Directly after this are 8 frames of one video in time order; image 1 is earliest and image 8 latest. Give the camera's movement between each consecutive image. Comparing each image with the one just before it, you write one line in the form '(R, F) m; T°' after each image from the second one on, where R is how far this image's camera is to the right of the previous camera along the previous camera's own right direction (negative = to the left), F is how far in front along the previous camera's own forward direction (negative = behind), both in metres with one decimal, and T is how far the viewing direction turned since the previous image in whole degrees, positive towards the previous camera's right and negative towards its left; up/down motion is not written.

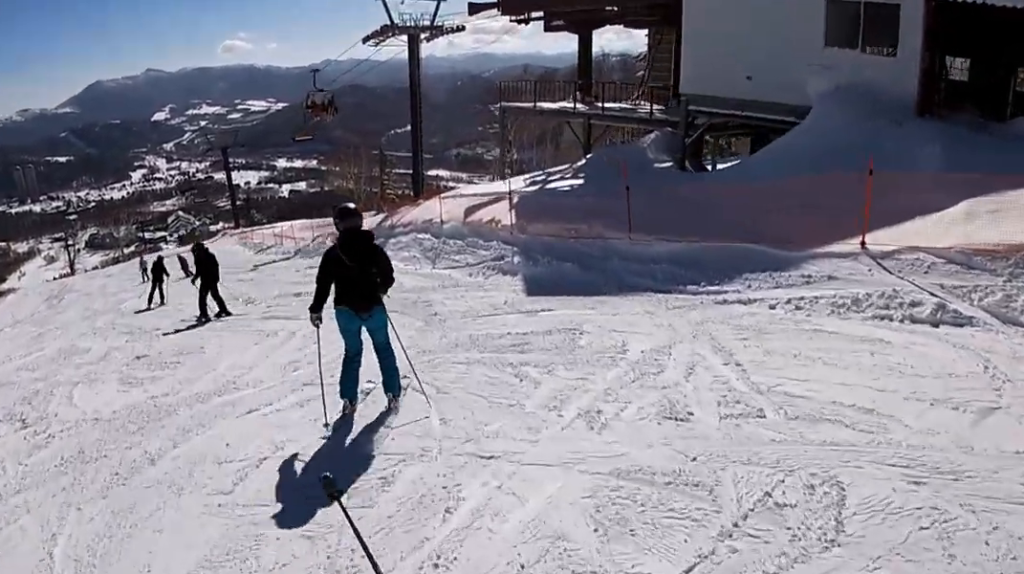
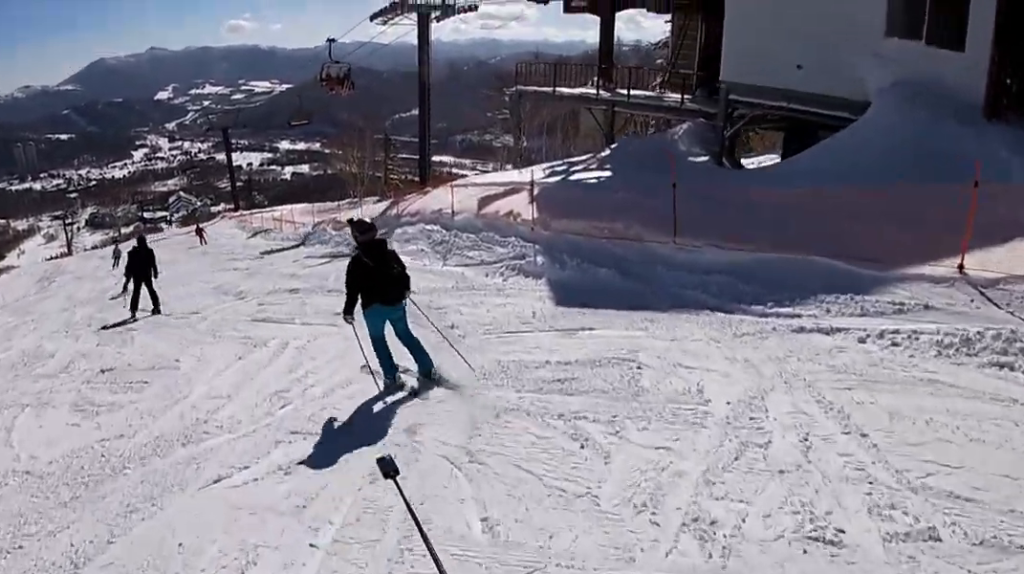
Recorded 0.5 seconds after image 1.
(+0.5, +1.8) m; -5°
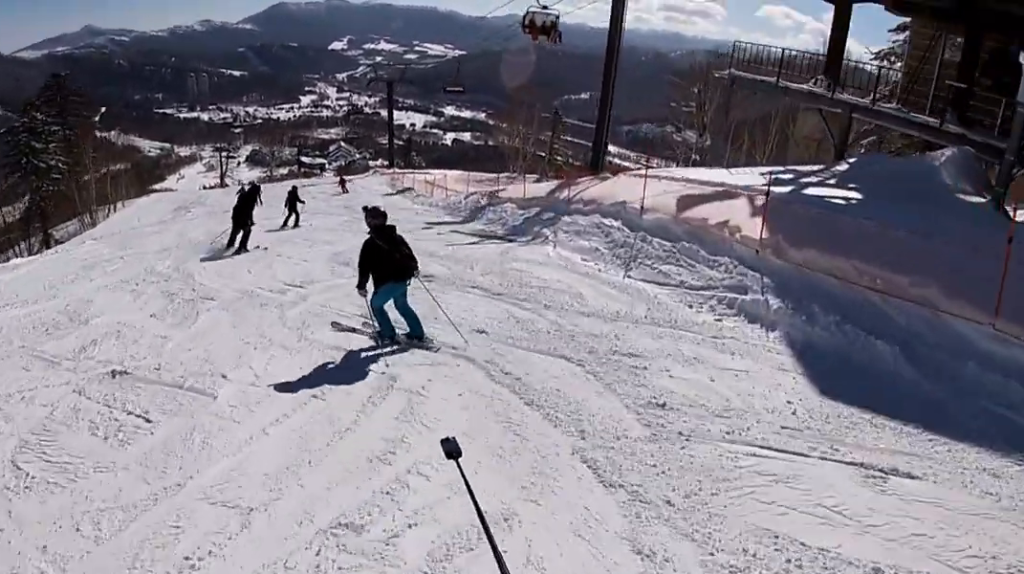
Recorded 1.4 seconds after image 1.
(-0.9, +3.6) m; -6°
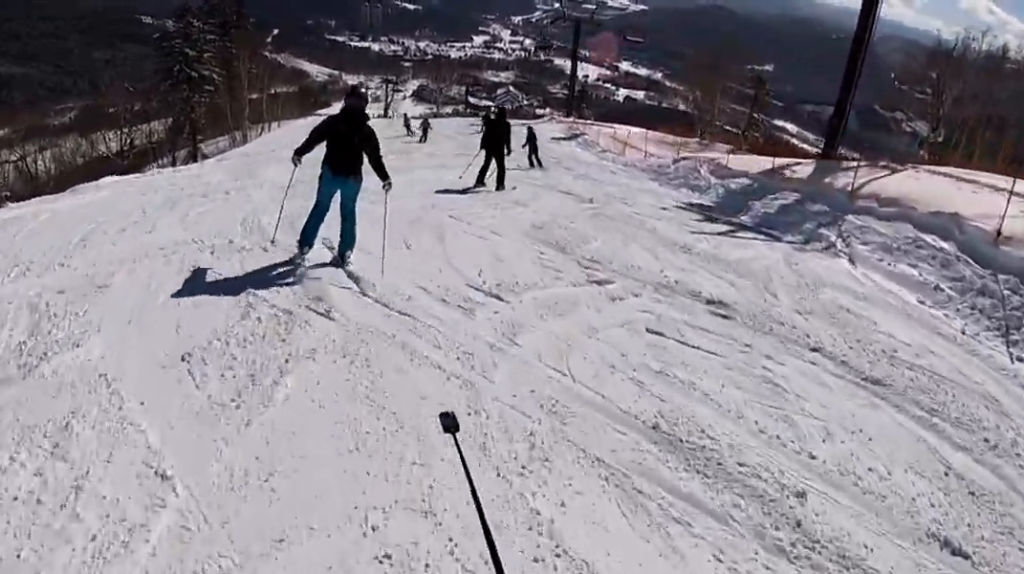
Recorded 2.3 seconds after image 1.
(+0.2, +4.7) m; +9°
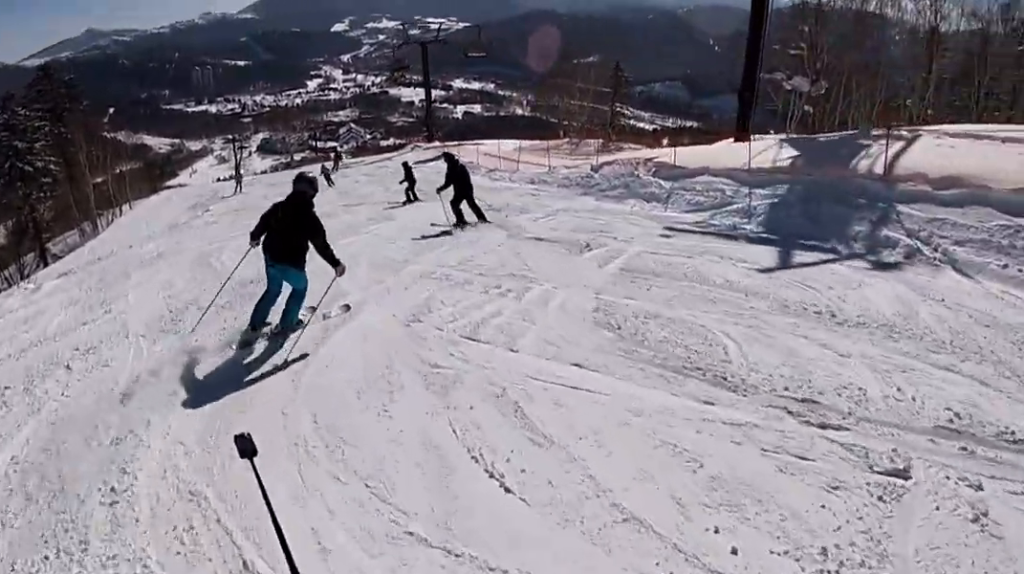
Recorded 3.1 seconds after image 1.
(+0.4, +3.9) m; +9°
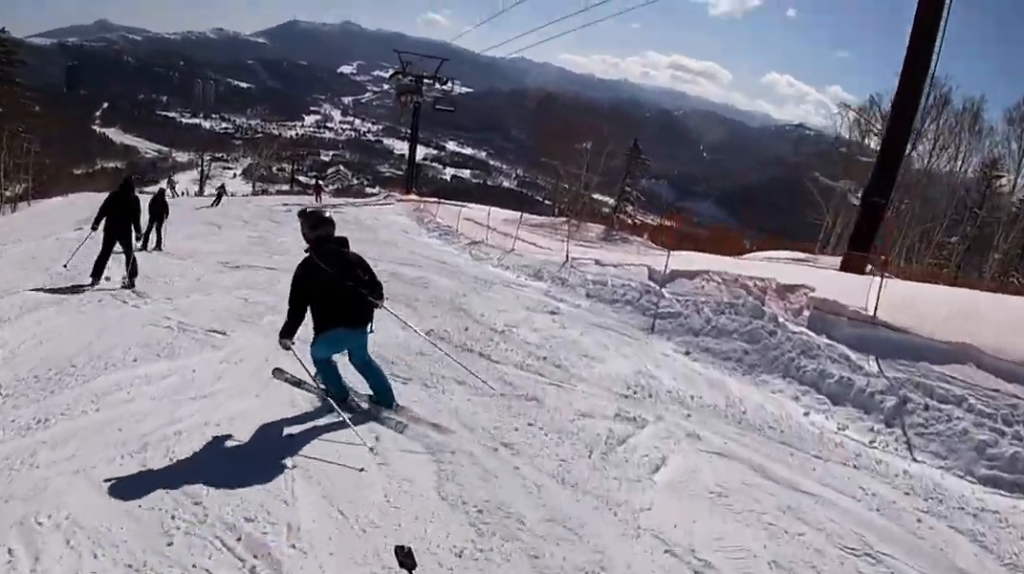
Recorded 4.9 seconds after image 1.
(+0.1, +8.8) m; -13°
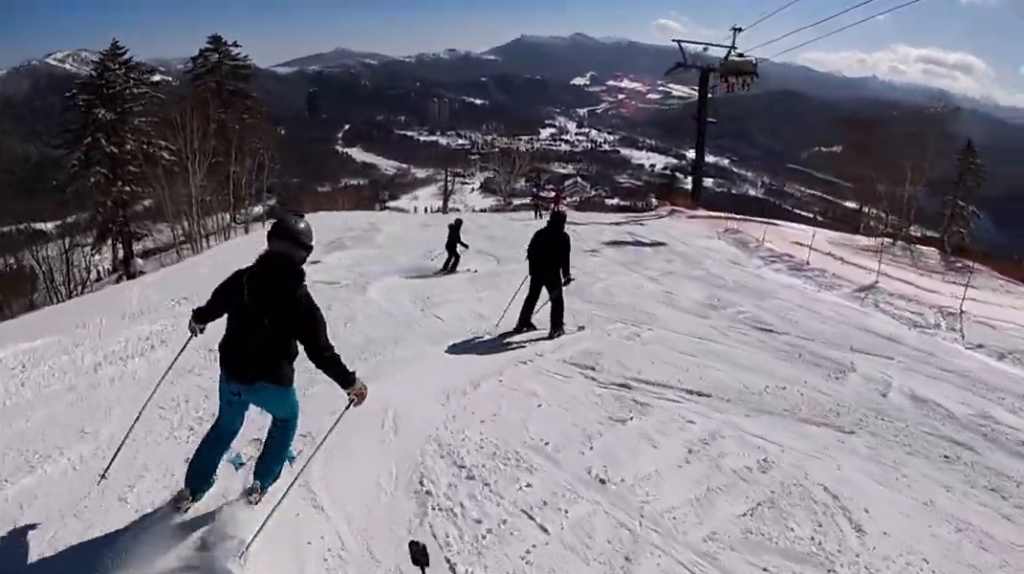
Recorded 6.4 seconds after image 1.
(-0.3, +7.2) m; +9°
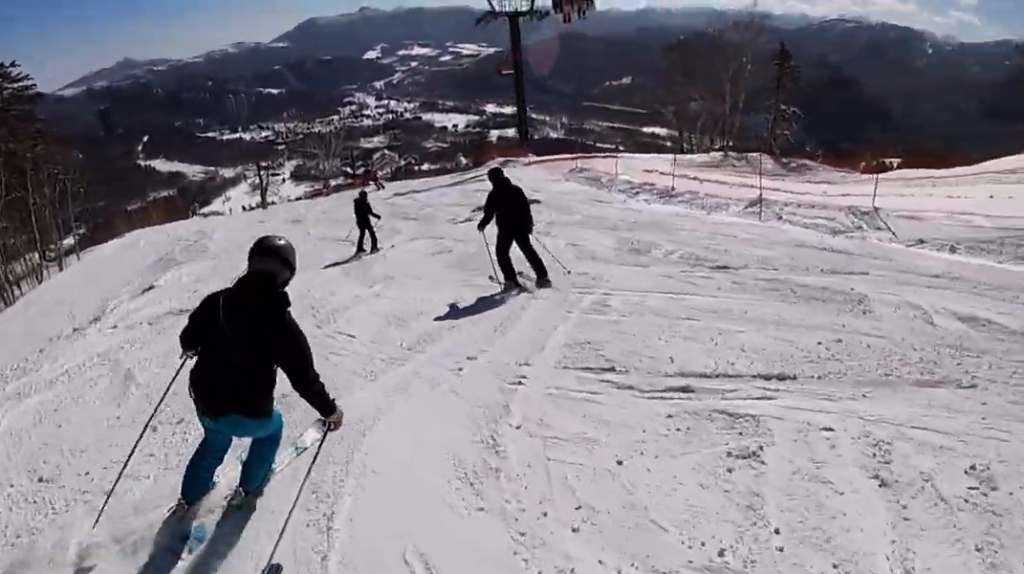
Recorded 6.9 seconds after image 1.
(+0.1, +2.5) m; 0°
